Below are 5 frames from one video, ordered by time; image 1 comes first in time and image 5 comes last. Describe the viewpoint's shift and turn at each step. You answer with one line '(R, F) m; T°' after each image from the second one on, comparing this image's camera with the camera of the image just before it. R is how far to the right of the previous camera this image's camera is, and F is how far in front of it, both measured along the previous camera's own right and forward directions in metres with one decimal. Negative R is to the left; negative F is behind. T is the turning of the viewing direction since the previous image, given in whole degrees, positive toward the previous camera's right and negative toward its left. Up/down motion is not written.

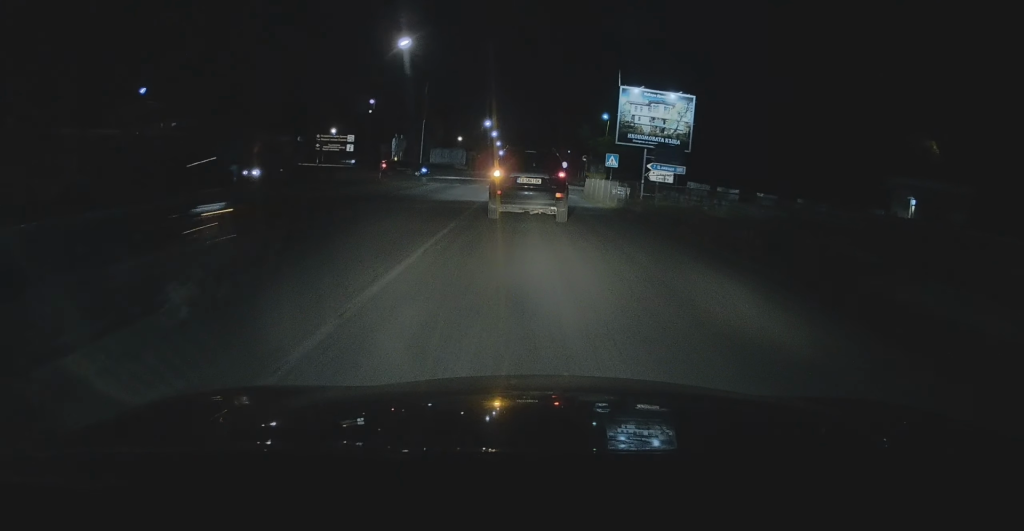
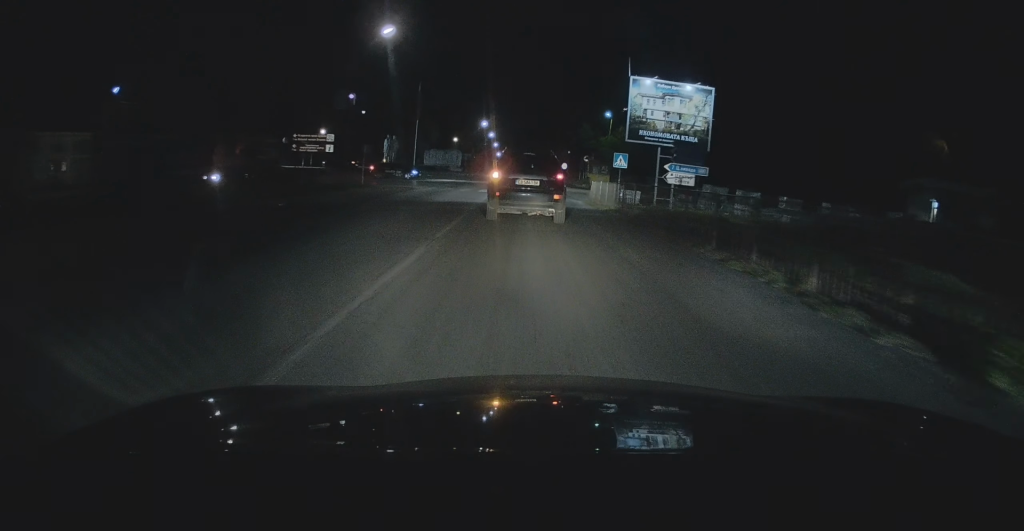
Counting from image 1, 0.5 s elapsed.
(-0.1, +4.0) m; 0°
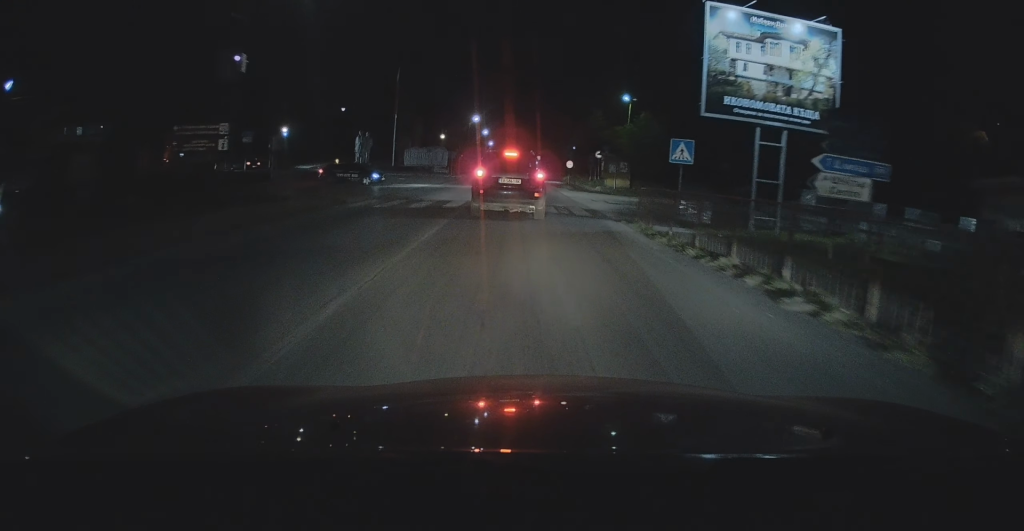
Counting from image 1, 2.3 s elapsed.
(+0.2, +12.6) m; +3°
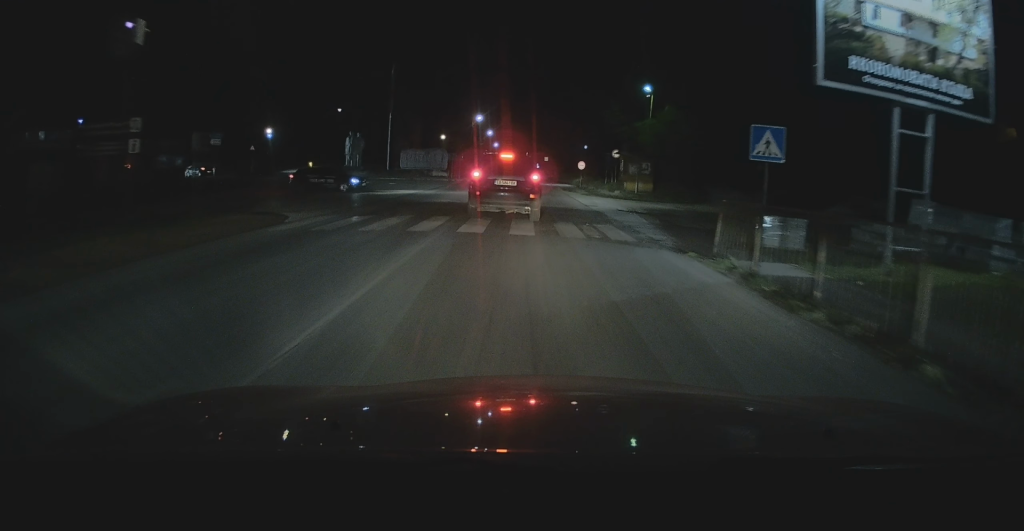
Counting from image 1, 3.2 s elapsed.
(+0.1, +6.0) m; 0°
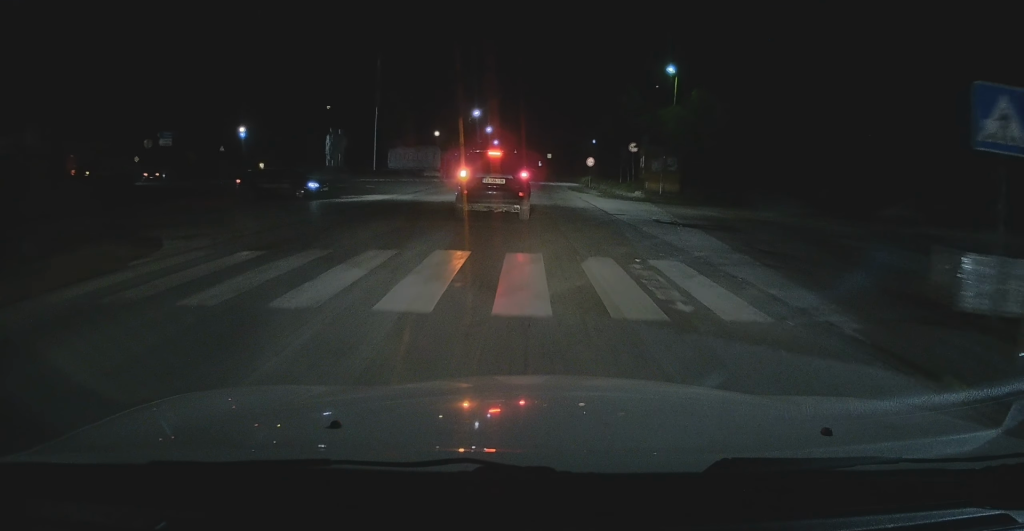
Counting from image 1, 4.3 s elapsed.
(0.0, +7.1) m; -1°
